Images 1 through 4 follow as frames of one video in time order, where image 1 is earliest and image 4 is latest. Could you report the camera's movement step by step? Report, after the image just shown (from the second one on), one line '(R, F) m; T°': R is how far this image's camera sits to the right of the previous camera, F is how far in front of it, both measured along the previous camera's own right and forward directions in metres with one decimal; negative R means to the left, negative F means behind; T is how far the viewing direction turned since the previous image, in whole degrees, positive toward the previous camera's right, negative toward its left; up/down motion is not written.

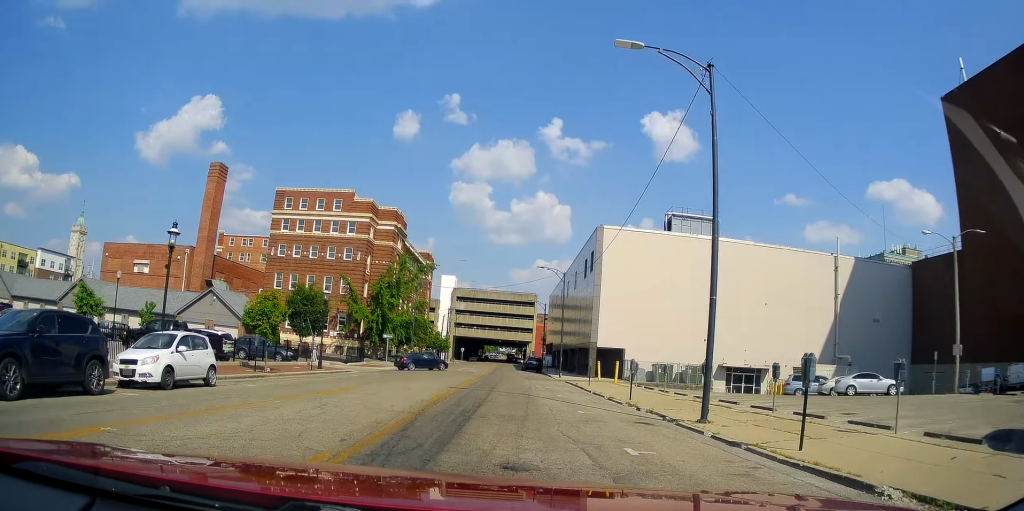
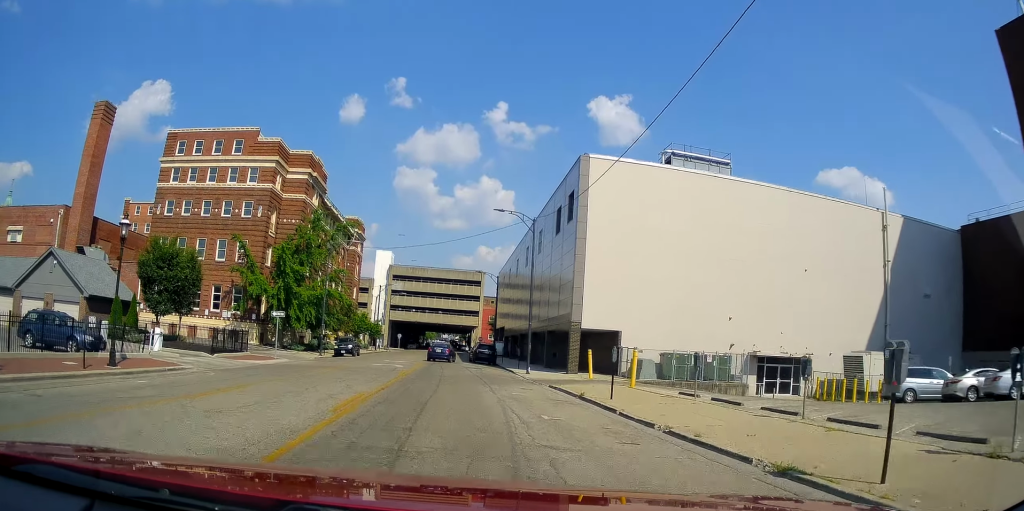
(+3.0, +15.2) m; +15°
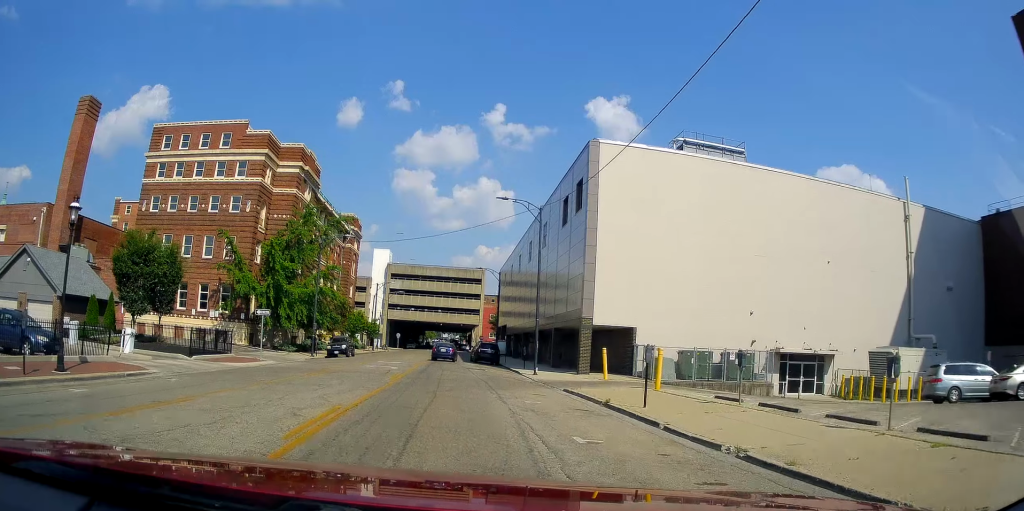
(-0.2, +3.0) m; -1°
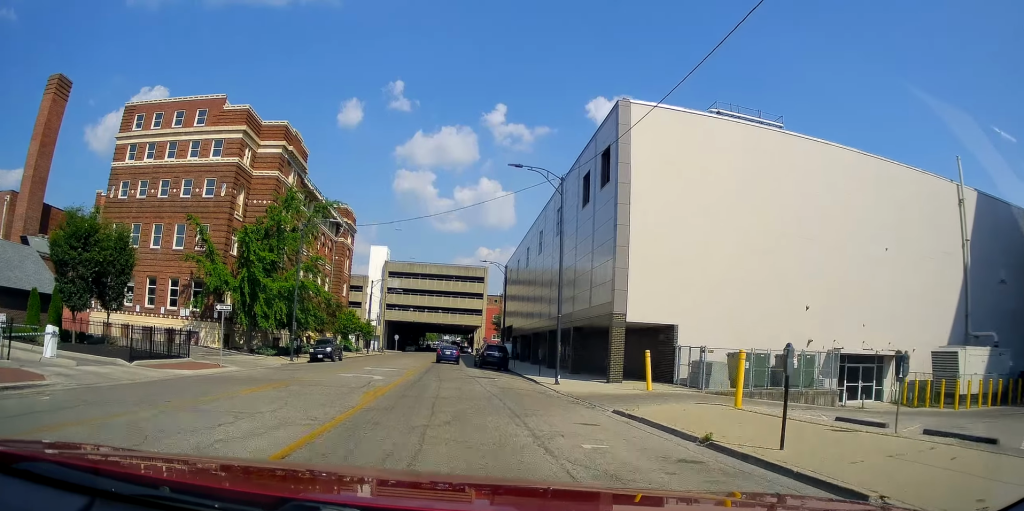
(-0.1, +6.2) m; +1°
